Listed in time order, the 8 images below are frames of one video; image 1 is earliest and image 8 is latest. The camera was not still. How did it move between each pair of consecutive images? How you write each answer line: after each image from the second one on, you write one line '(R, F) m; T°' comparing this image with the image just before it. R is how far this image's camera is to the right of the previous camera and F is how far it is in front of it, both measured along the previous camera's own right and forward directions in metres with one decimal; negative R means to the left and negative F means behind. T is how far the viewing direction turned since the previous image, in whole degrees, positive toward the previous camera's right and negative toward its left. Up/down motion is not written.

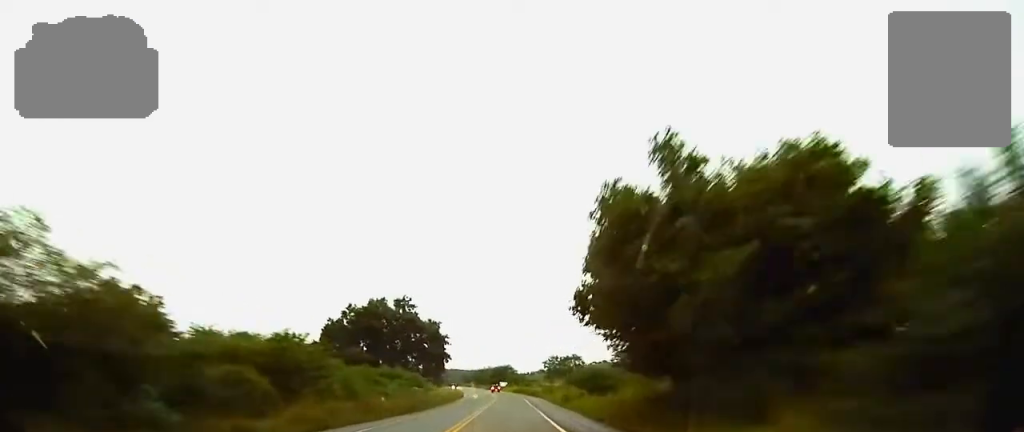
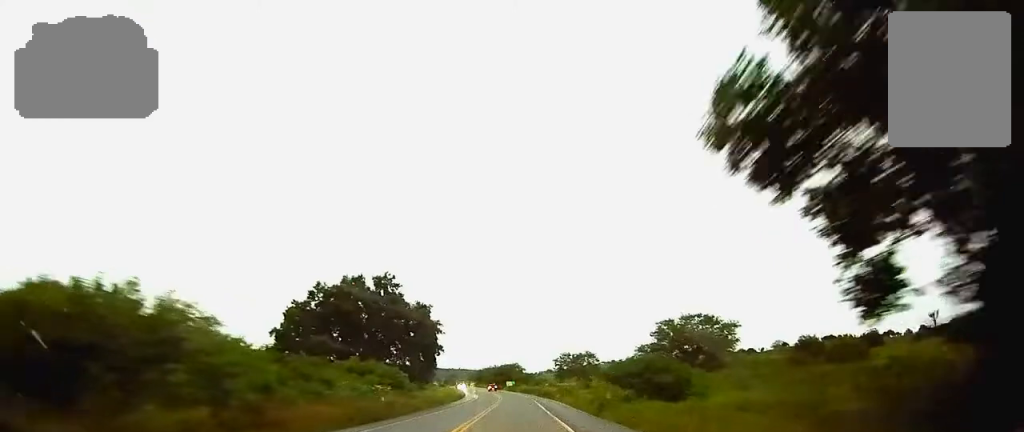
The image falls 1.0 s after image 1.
(0.0, +17.8) m; 0°
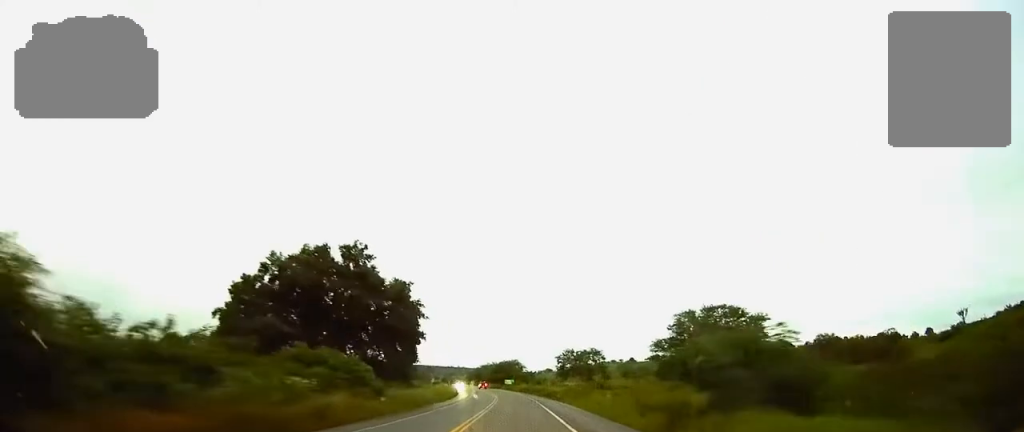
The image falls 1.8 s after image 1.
(0.0, +14.2) m; 0°
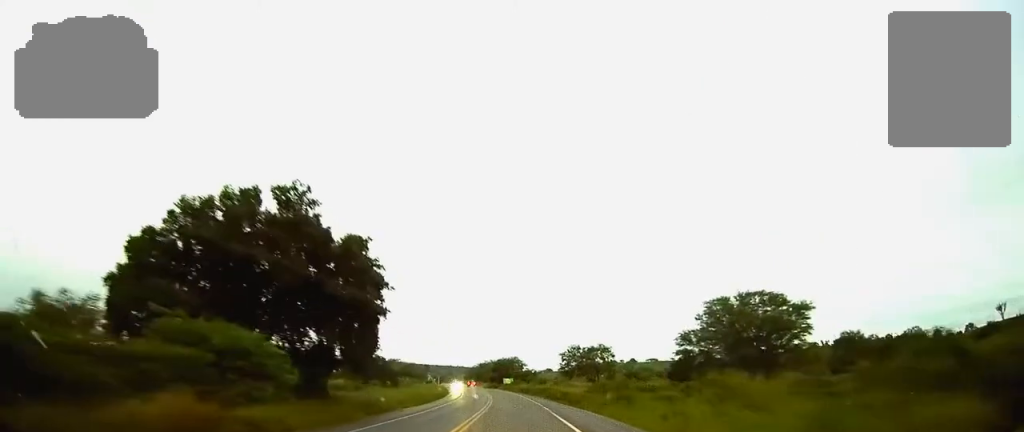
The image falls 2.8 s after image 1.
(0.0, +17.1) m; 0°
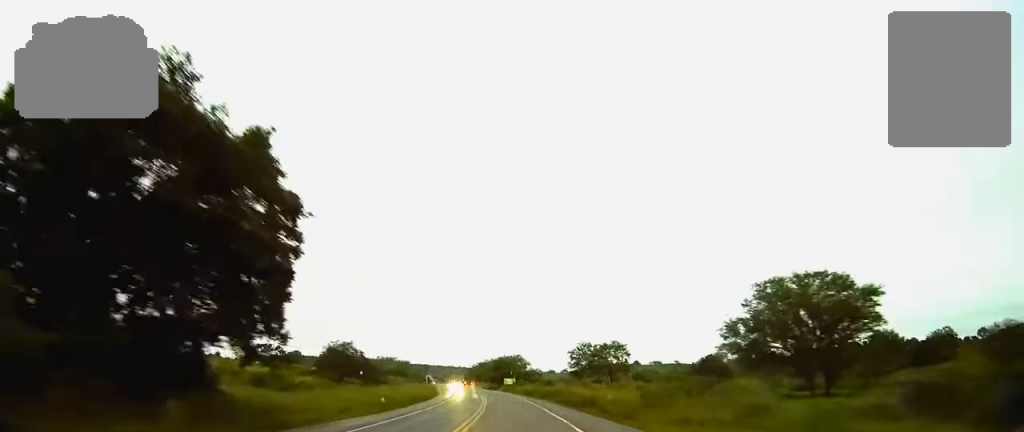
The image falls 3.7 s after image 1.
(-0.1, +18.4) m; 0°
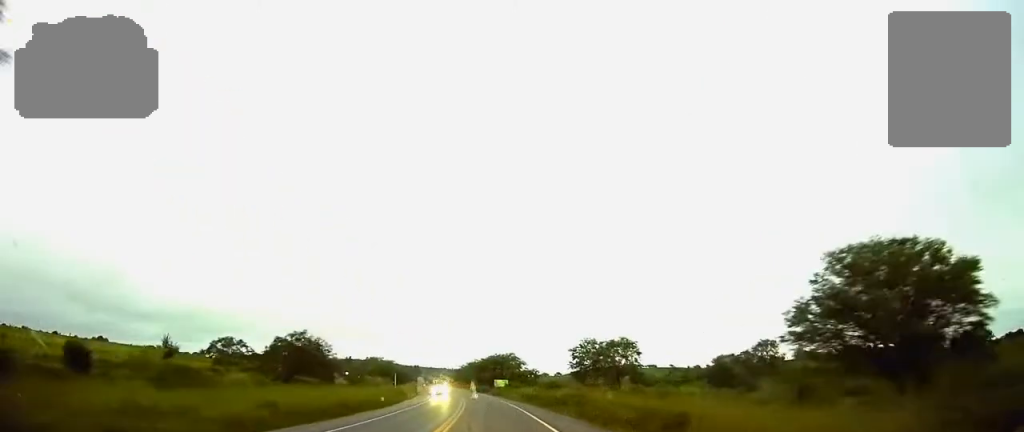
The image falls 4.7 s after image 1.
(0.0, +19.8) m; 0°
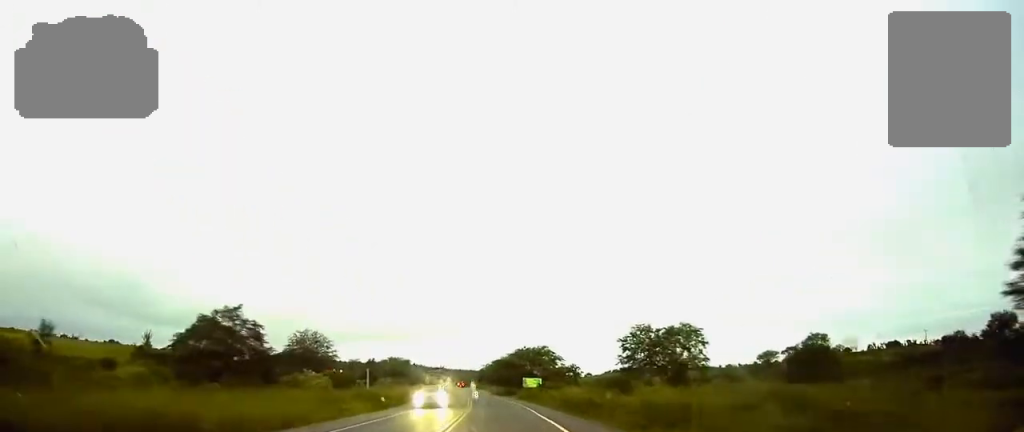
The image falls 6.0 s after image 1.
(-0.3, +26.7) m; -2°
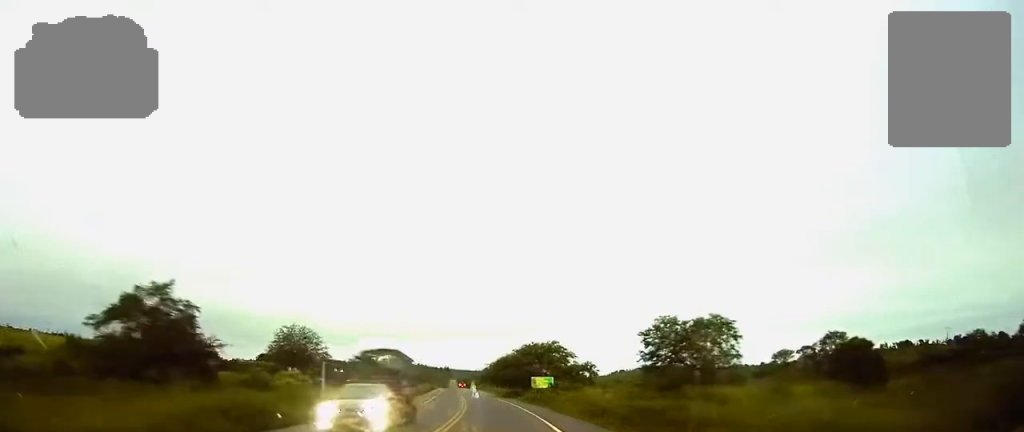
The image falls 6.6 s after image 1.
(-0.1, +12.6) m; -1°
